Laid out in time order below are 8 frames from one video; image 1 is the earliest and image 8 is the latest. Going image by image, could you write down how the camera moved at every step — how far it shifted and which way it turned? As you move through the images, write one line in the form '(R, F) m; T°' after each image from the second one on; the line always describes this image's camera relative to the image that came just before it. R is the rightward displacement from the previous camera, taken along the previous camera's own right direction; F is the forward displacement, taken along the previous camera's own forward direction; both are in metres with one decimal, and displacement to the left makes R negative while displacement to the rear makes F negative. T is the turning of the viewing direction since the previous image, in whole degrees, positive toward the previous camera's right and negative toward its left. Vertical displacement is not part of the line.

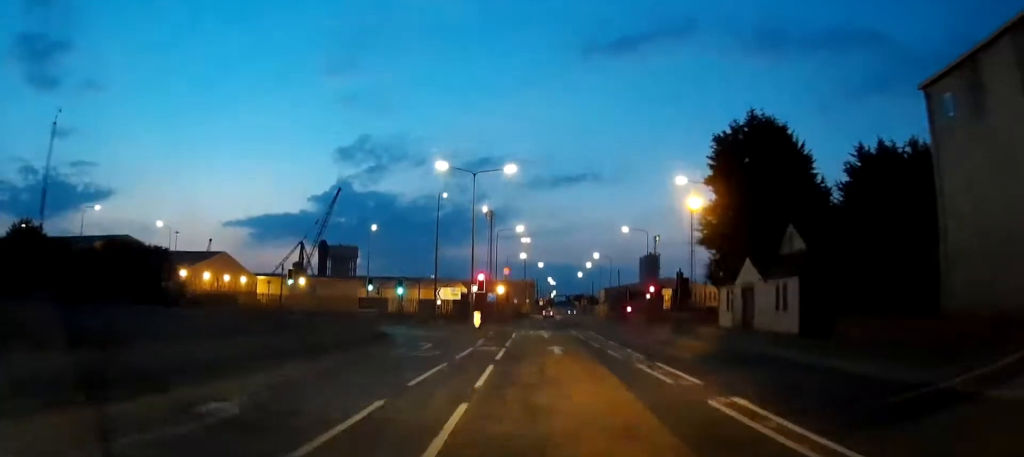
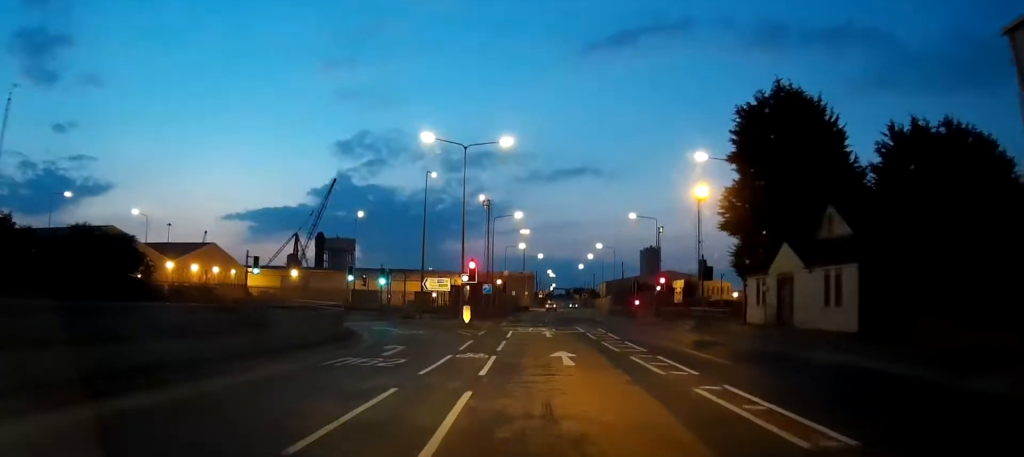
(-0.2, +6.7) m; -1°
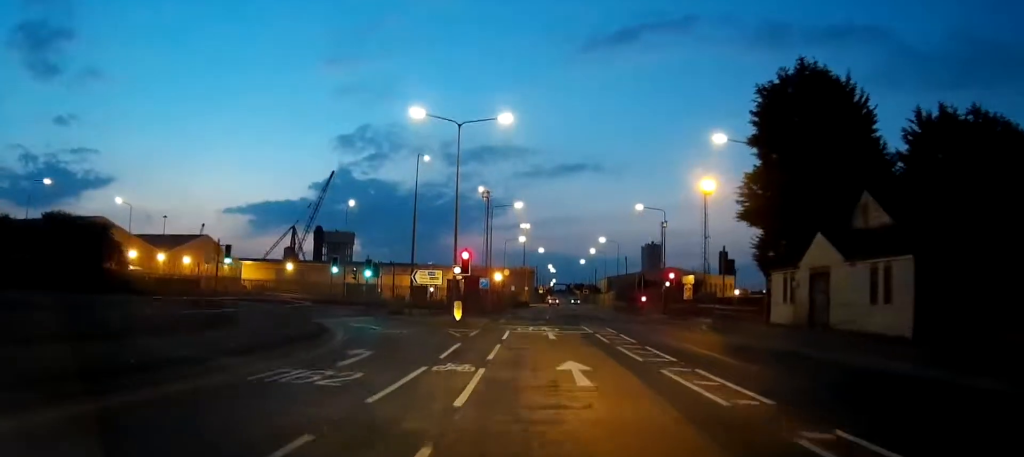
(0.0, +4.8) m; +1°
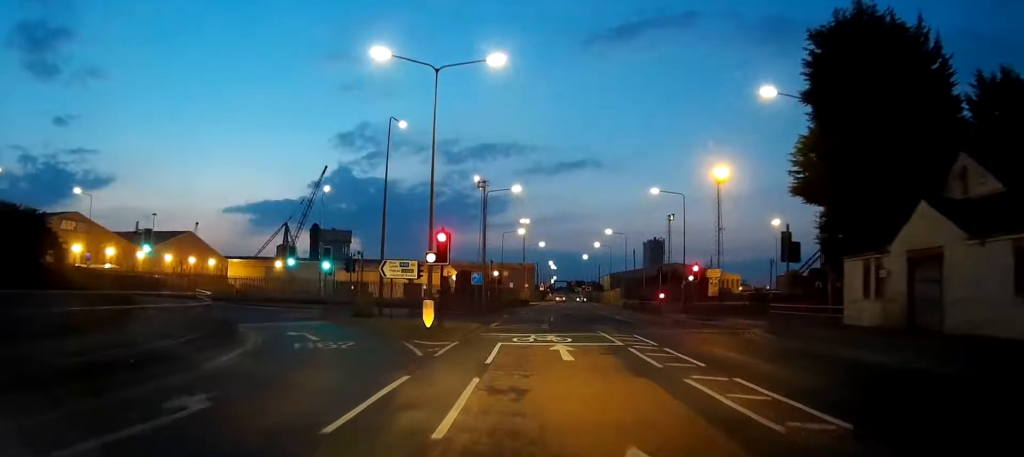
(+0.3, +10.7) m; +3°
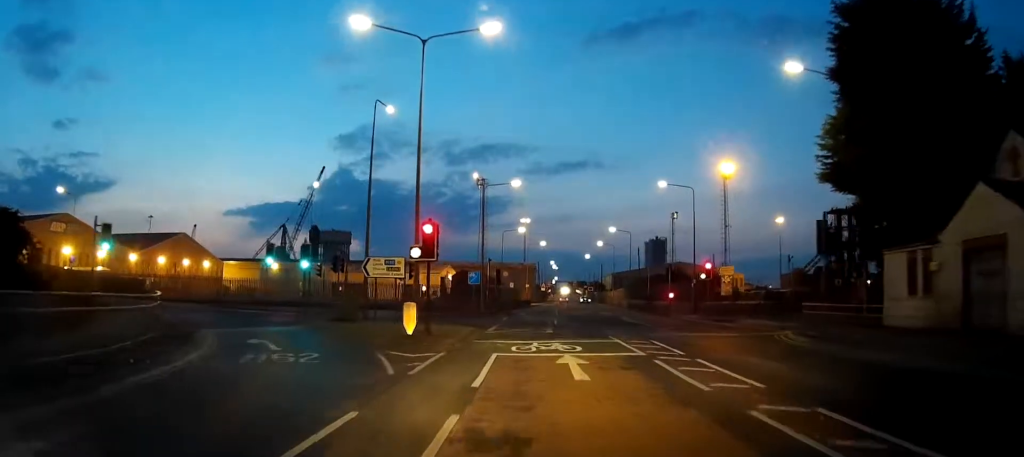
(+0.1, +4.7) m; +1°
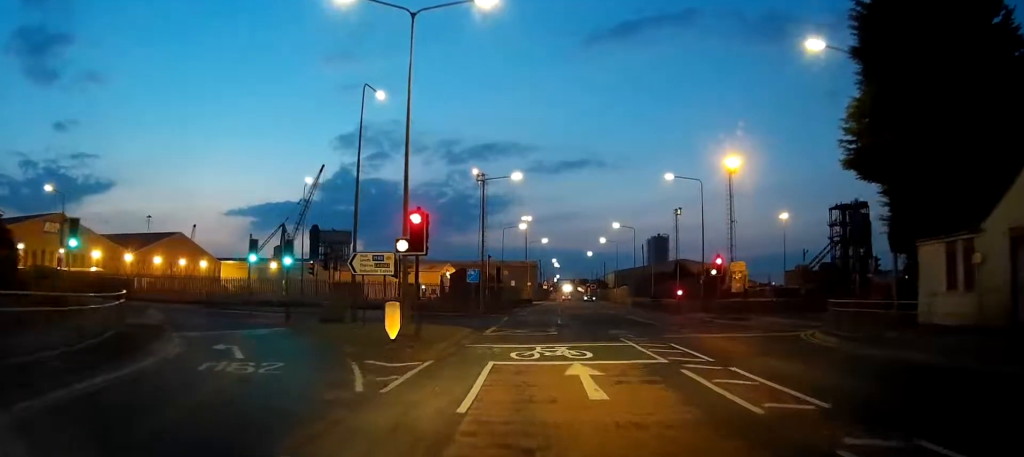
(0.0, +3.6) m; +1°
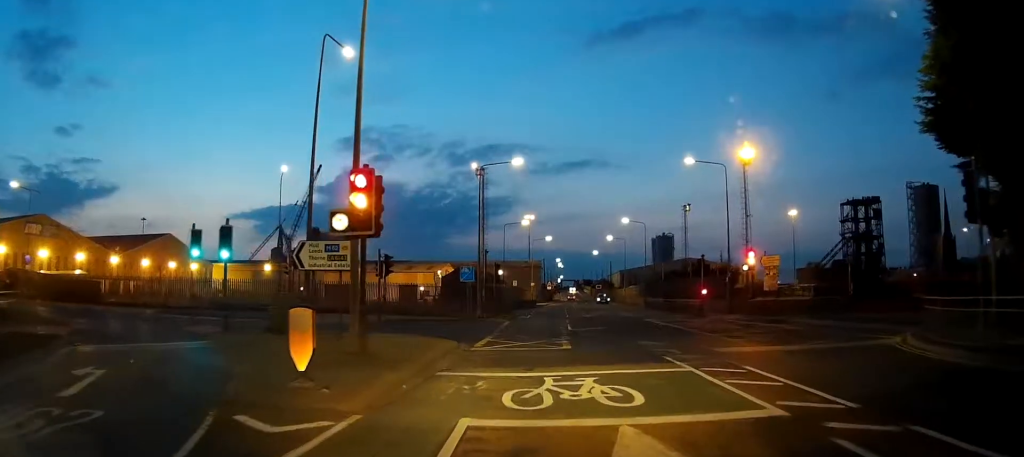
(+0.3, +11.5) m; +3°
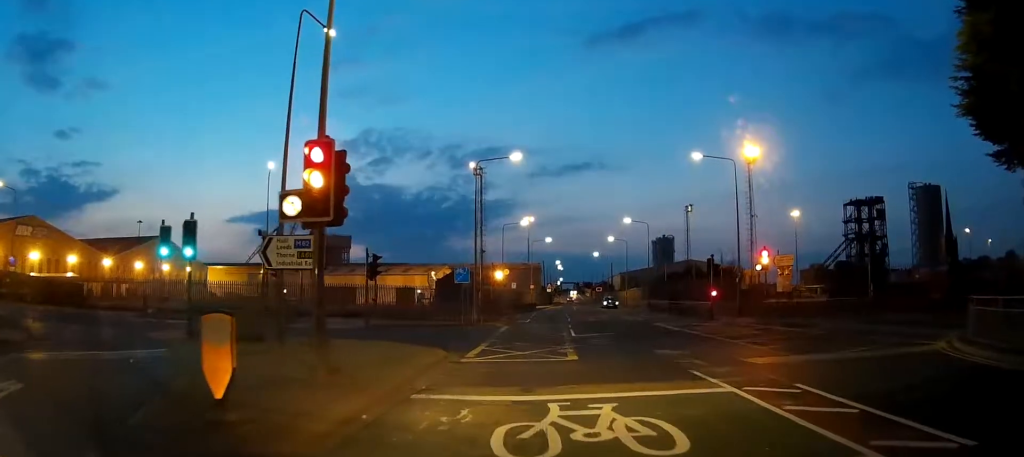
(0.0, +6.4) m; -1°
